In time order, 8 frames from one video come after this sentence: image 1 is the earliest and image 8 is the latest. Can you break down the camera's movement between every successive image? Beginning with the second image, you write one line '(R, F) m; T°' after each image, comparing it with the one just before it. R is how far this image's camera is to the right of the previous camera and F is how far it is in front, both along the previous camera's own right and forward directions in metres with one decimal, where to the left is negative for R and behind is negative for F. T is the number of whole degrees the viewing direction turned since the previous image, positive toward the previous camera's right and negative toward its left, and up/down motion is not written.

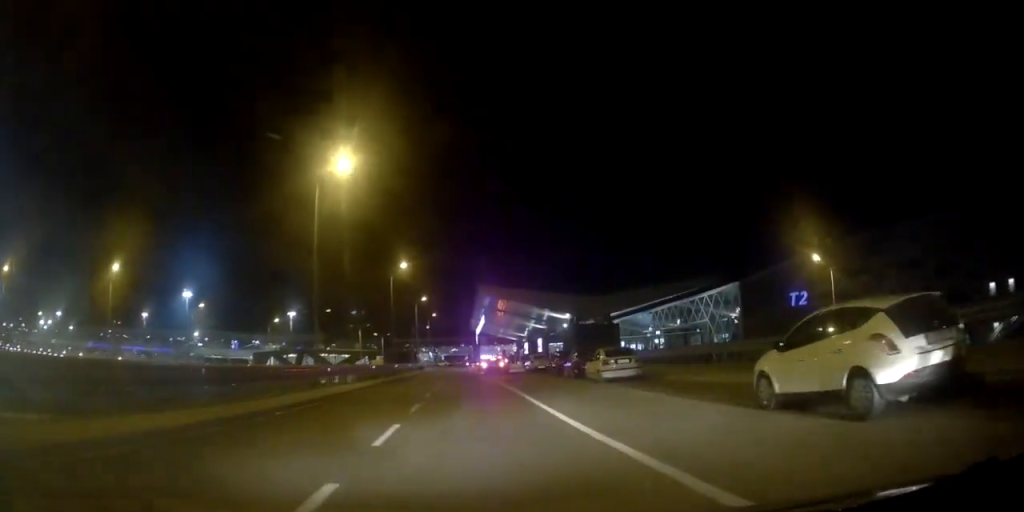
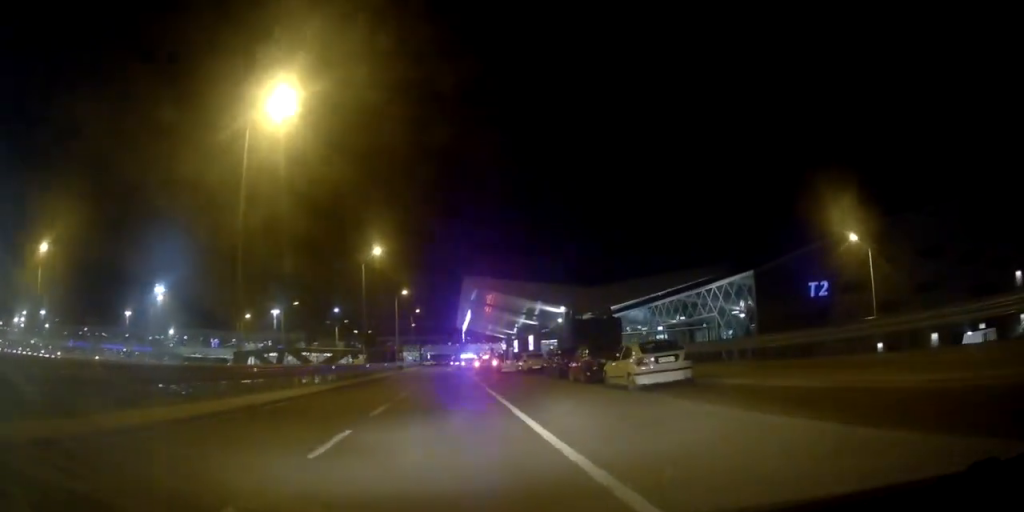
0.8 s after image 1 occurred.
(-0.4, +7.0) m; 0°
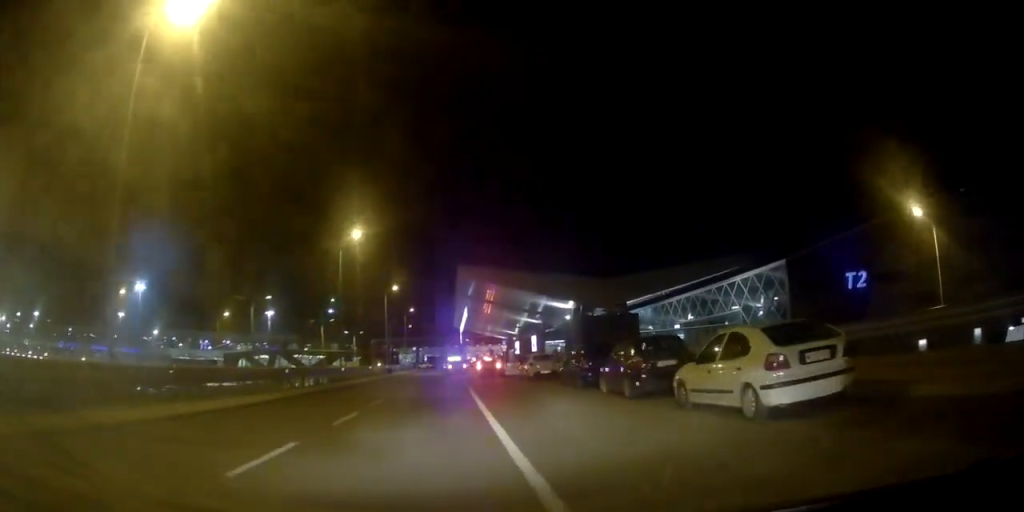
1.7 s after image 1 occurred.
(+0.1, +7.3) m; +2°
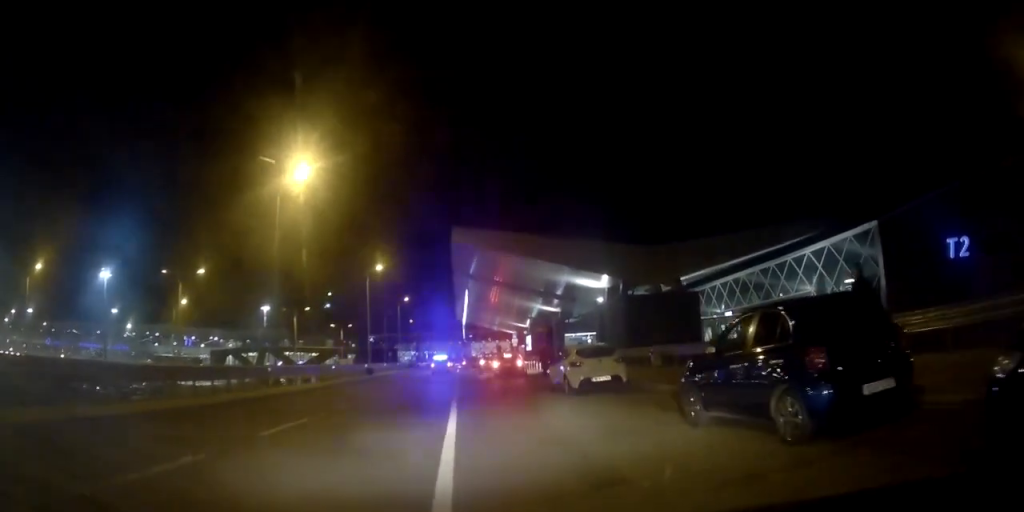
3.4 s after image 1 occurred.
(+0.3, +13.0) m; -2°
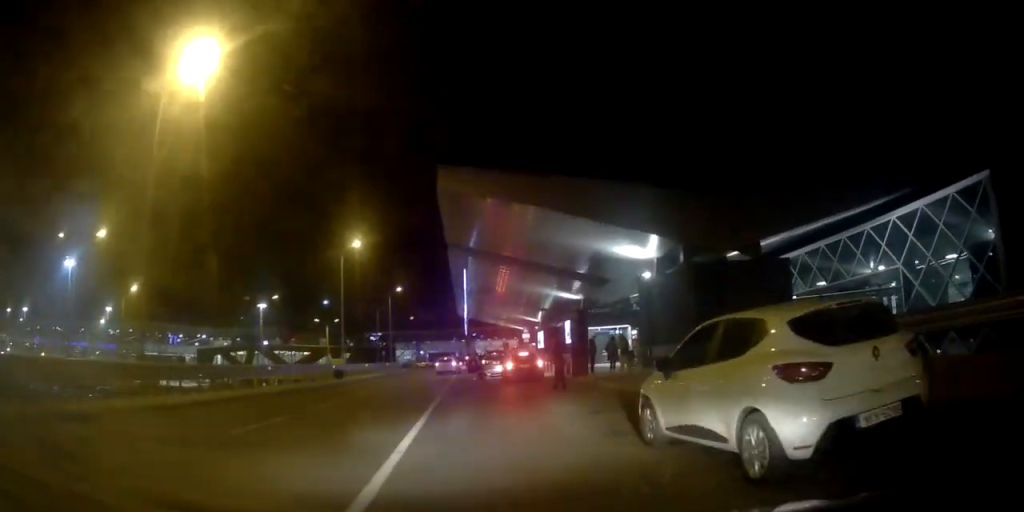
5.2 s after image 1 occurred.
(-0.5, +10.4) m; -3°
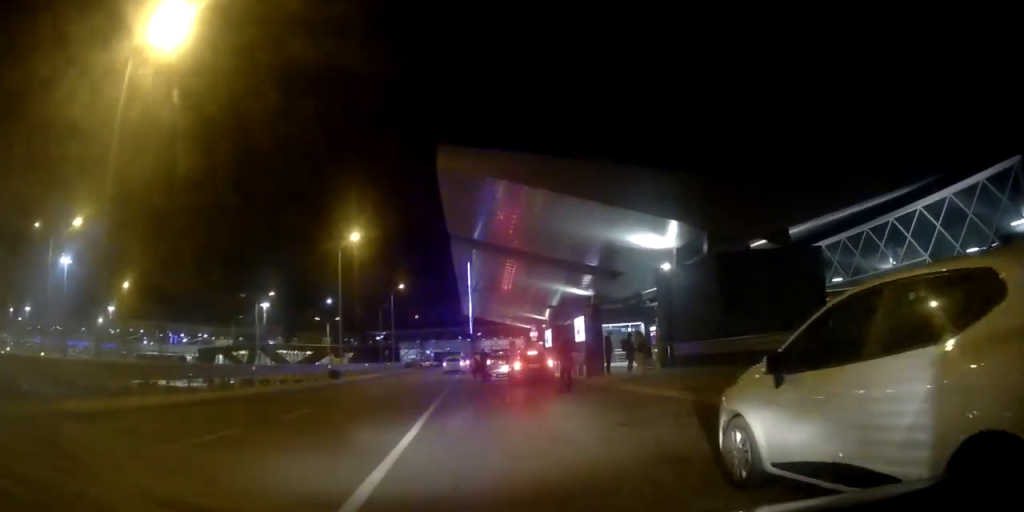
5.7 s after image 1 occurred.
(0.0, +2.2) m; +4°
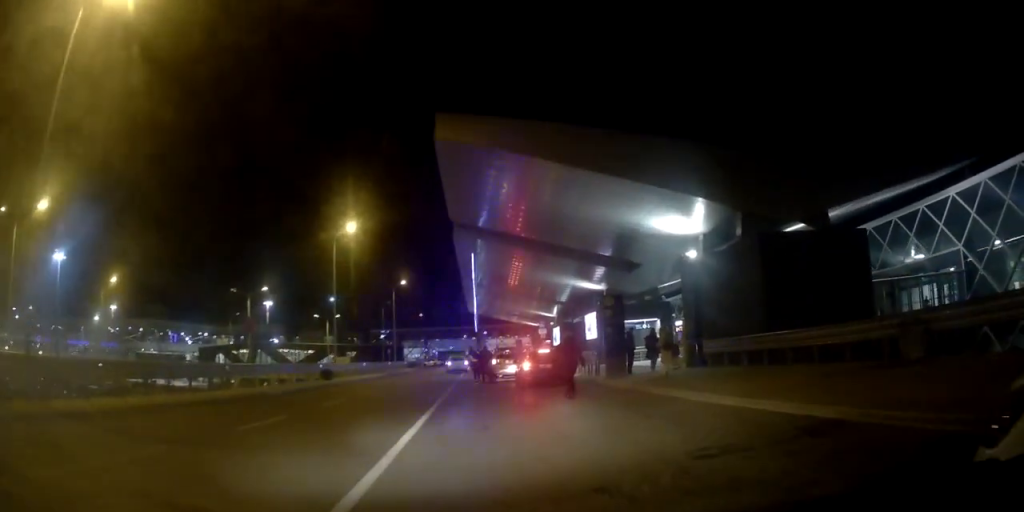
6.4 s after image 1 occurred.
(0.0, +2.7) m; +5°
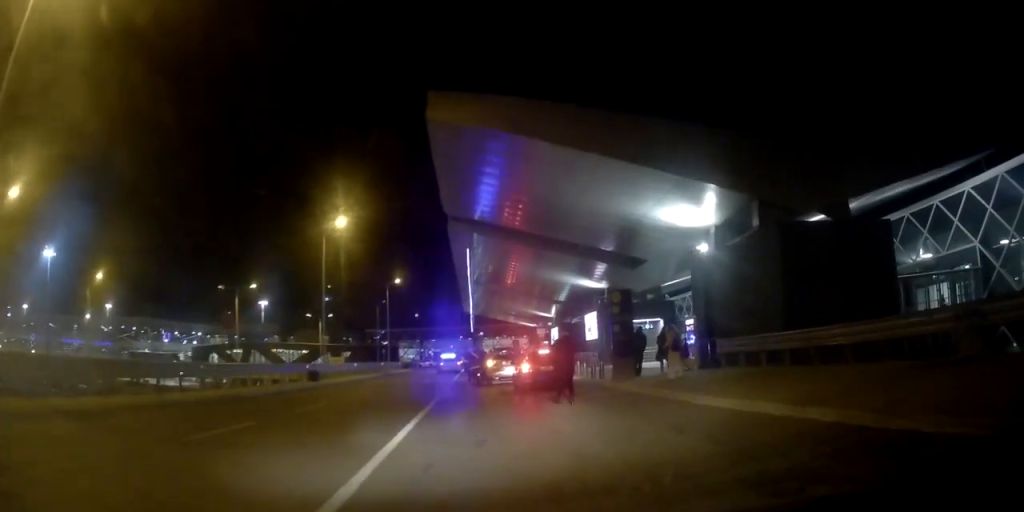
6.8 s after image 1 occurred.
(+0.2, +1.5) m; +3°
